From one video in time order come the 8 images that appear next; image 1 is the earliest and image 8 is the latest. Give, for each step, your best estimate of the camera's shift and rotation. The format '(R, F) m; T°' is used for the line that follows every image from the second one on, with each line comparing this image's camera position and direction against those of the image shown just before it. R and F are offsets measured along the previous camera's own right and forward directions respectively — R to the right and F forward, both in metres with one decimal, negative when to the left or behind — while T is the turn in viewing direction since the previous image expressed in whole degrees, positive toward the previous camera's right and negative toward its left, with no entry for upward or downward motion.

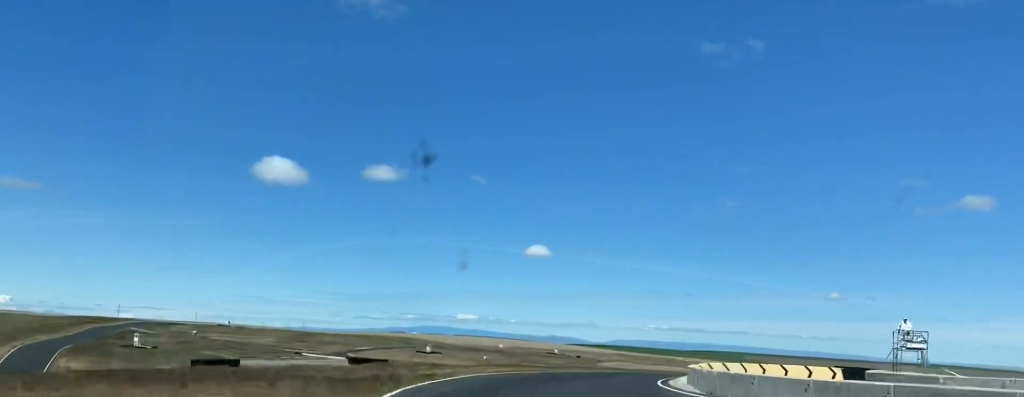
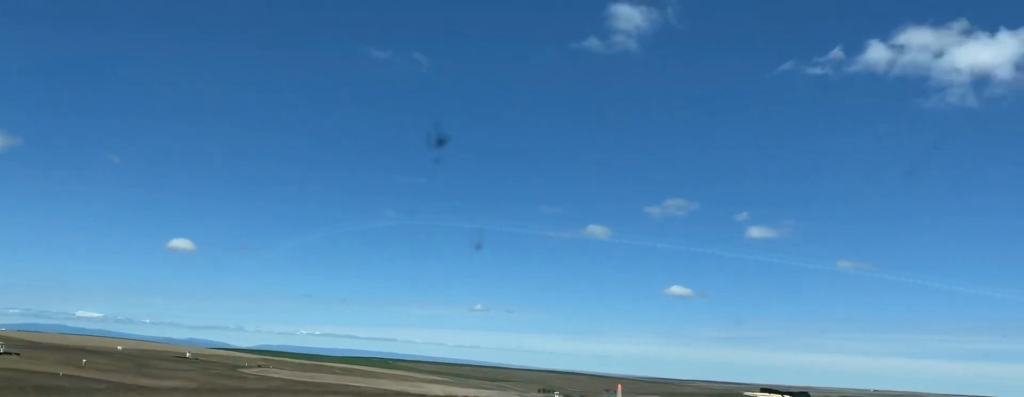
(+8.3, +51.1) m; +23°
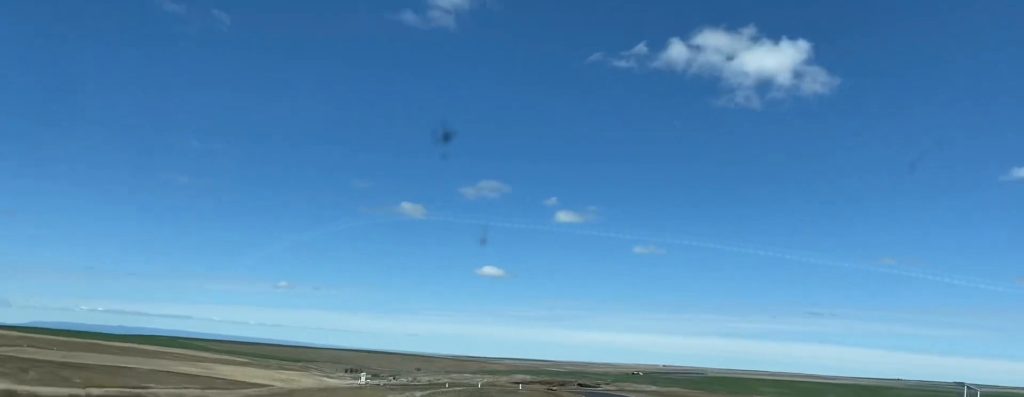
(+4.0, +27.9) m; +12°
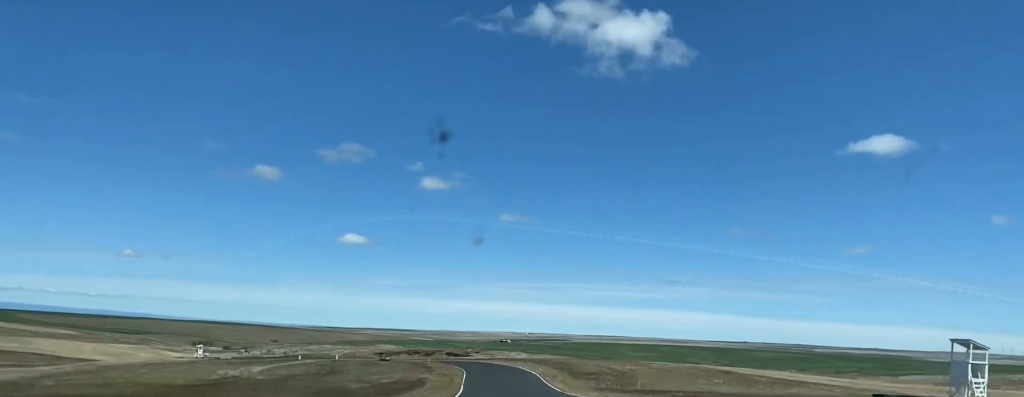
(+2.2, +25.4) m; +6°
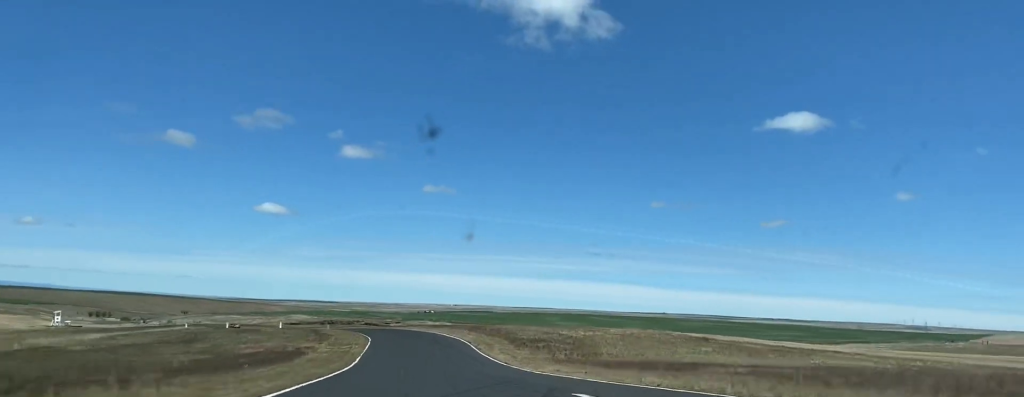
(-0.1, +31.4) m; +4°
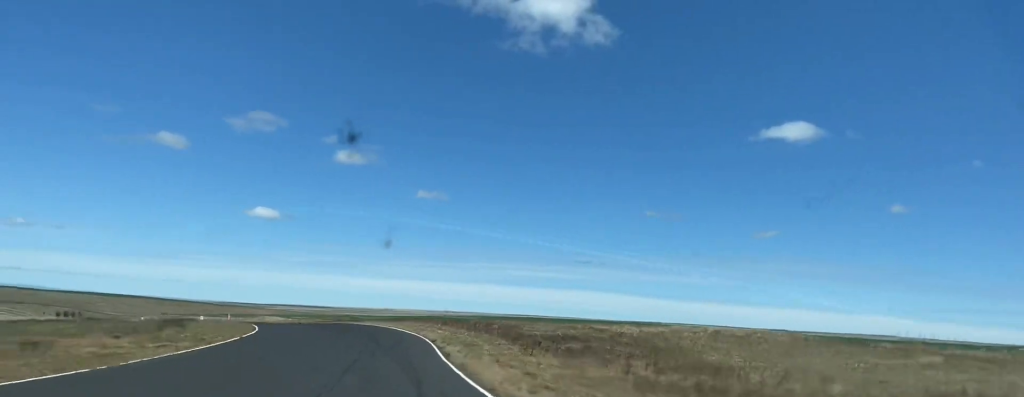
(+2.6, +47.5) m; -1°
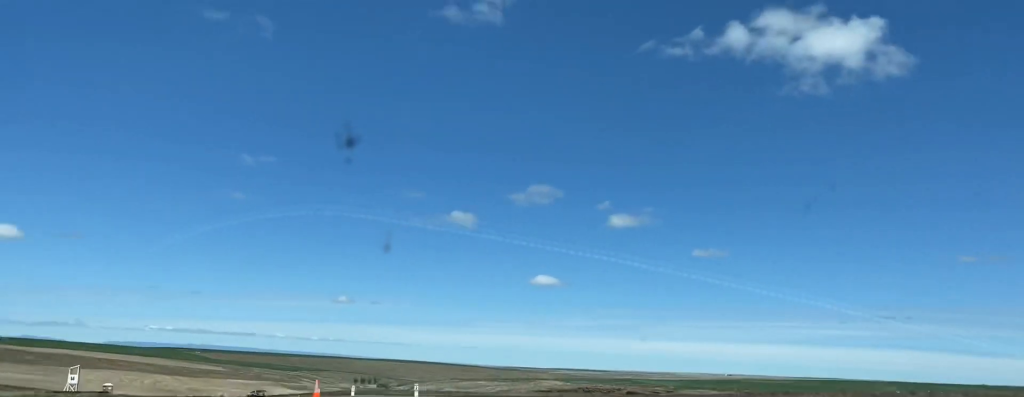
(-7.8, +67.2) m; -16°
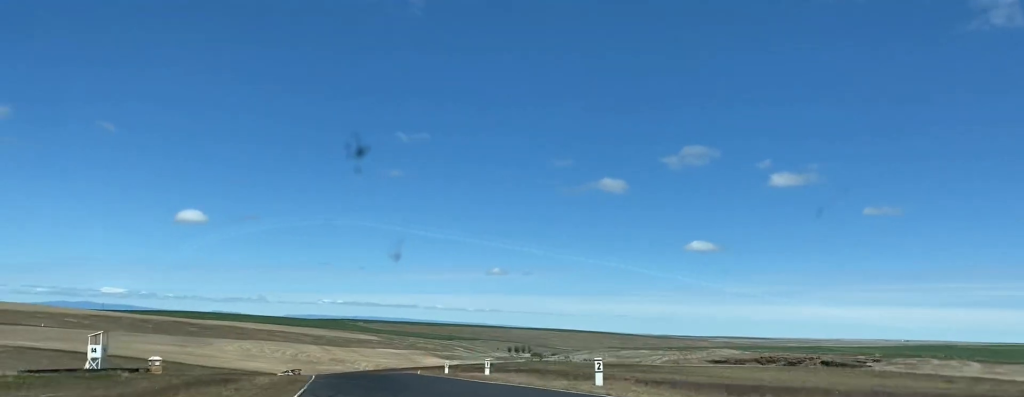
(-4.5, +43.2) m; -8°
